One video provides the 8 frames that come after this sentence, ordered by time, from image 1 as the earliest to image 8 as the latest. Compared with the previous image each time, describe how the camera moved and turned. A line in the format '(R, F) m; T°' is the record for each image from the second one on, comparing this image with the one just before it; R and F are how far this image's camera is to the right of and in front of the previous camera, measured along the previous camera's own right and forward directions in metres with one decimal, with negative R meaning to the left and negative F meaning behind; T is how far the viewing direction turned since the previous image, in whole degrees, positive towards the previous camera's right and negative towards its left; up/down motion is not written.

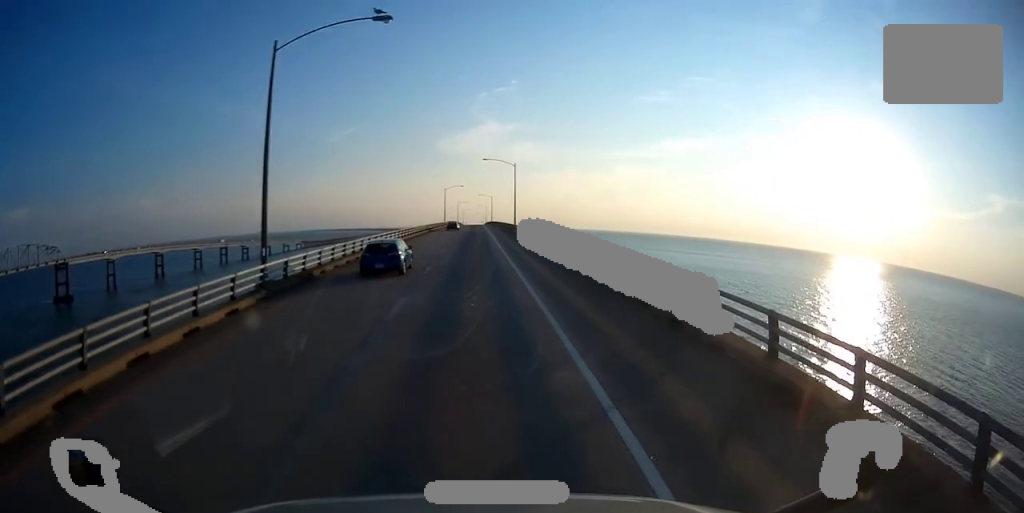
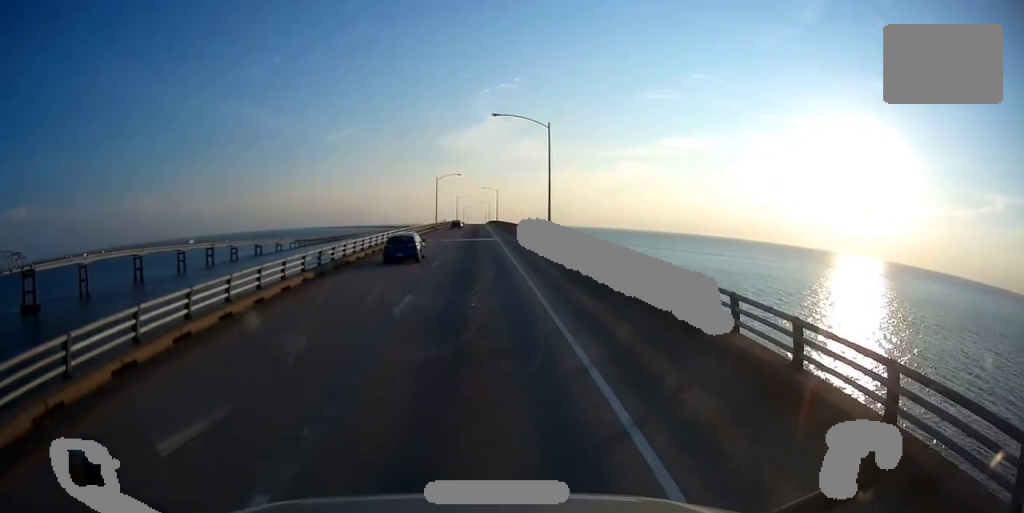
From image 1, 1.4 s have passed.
(+0.2, +36.5) m; 0°
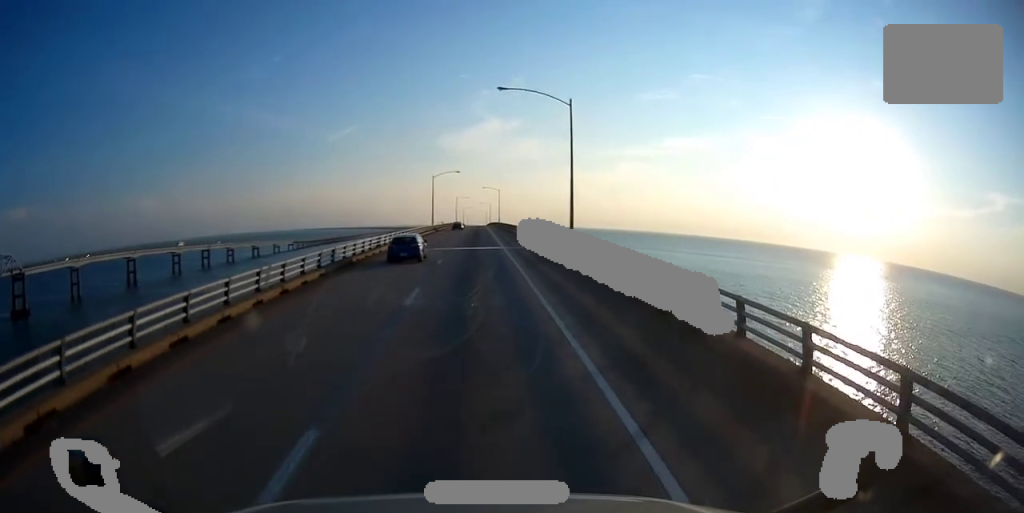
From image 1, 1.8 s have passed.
(0.0, +10.5) m; 0°
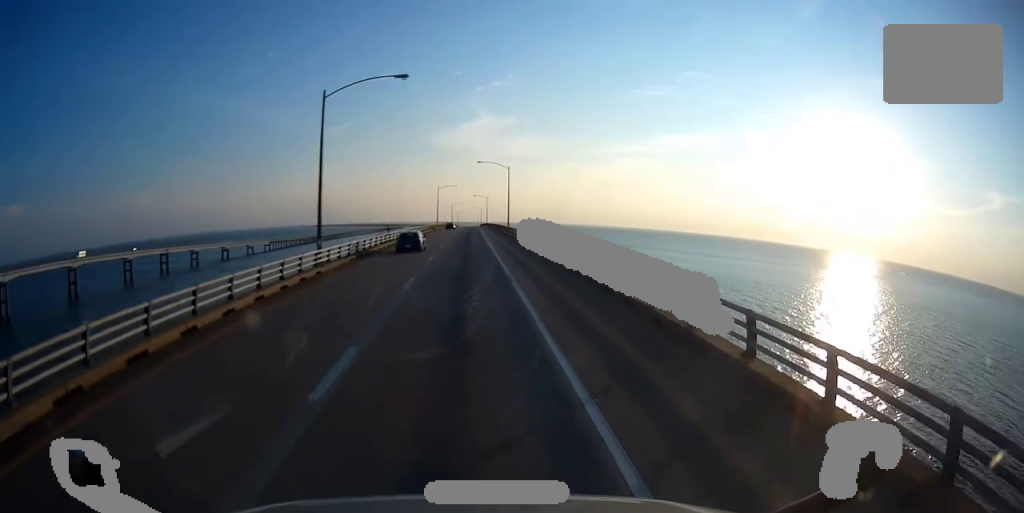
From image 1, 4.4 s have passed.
(-1.0, +69.8) m; -1°
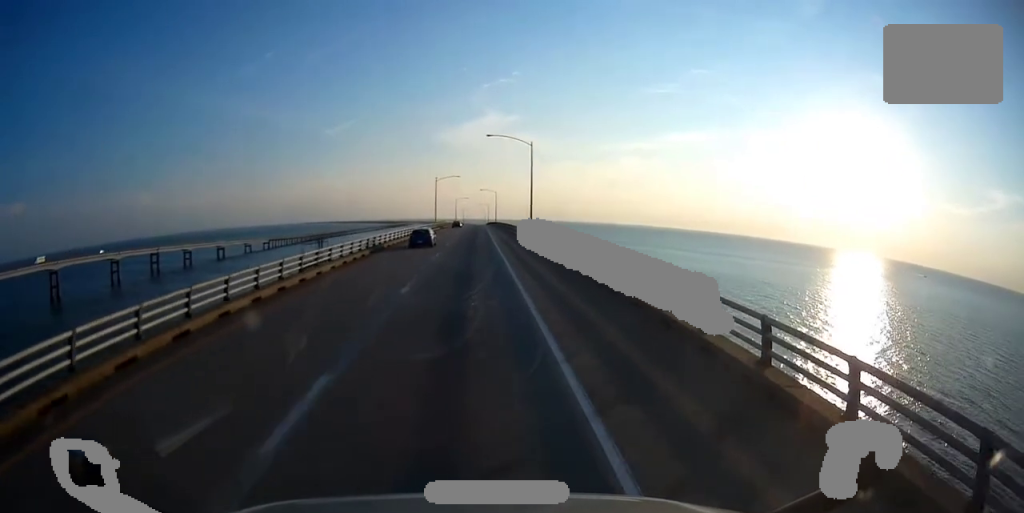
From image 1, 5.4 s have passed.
(+0.4, +26.5) m; +1°
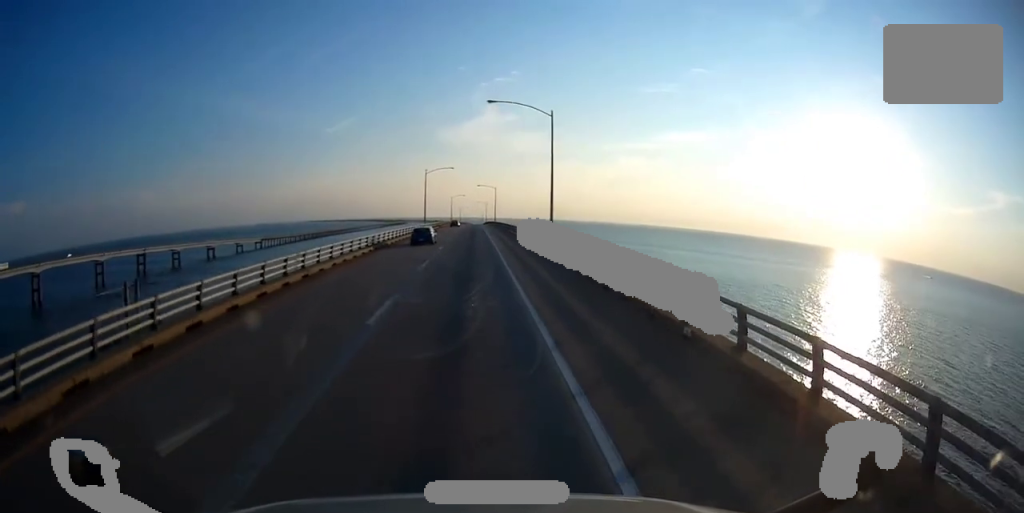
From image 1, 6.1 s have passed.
(0.0, +17.0) m; 0°
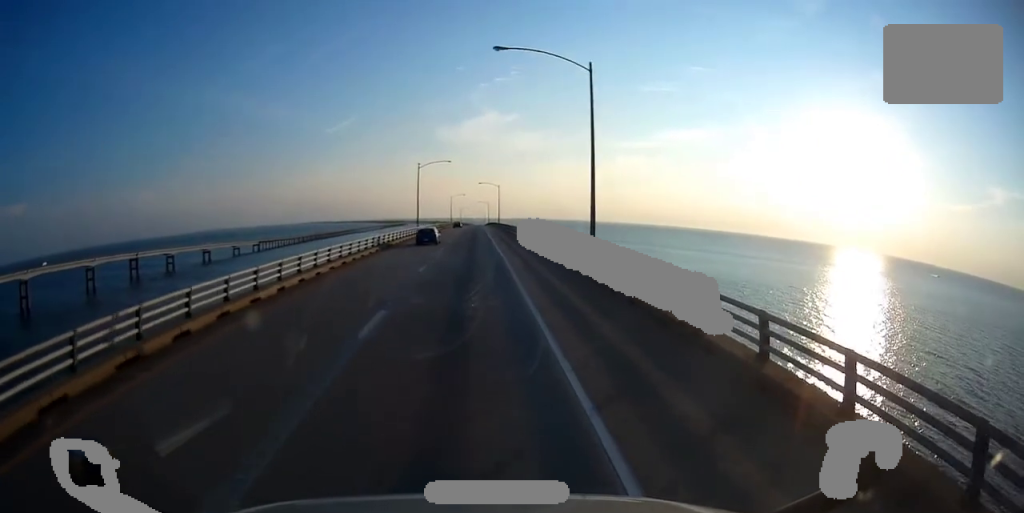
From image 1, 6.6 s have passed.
(0.0, +13.8) m; 0°
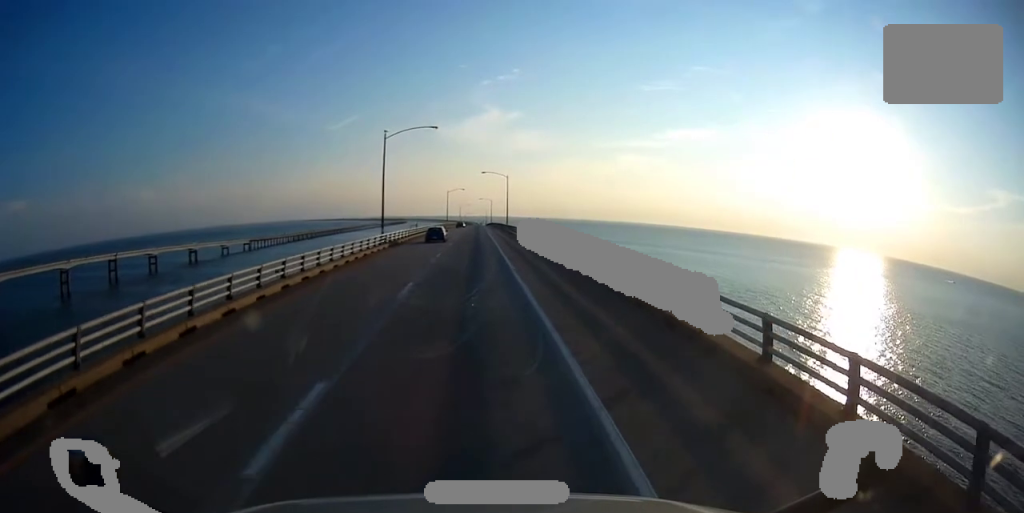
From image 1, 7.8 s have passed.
(+0.1, +30.8) m; 0°
